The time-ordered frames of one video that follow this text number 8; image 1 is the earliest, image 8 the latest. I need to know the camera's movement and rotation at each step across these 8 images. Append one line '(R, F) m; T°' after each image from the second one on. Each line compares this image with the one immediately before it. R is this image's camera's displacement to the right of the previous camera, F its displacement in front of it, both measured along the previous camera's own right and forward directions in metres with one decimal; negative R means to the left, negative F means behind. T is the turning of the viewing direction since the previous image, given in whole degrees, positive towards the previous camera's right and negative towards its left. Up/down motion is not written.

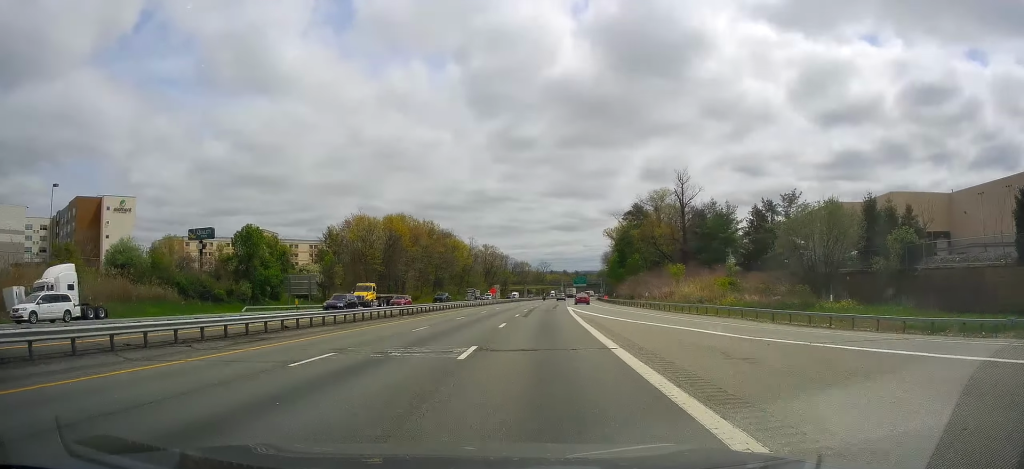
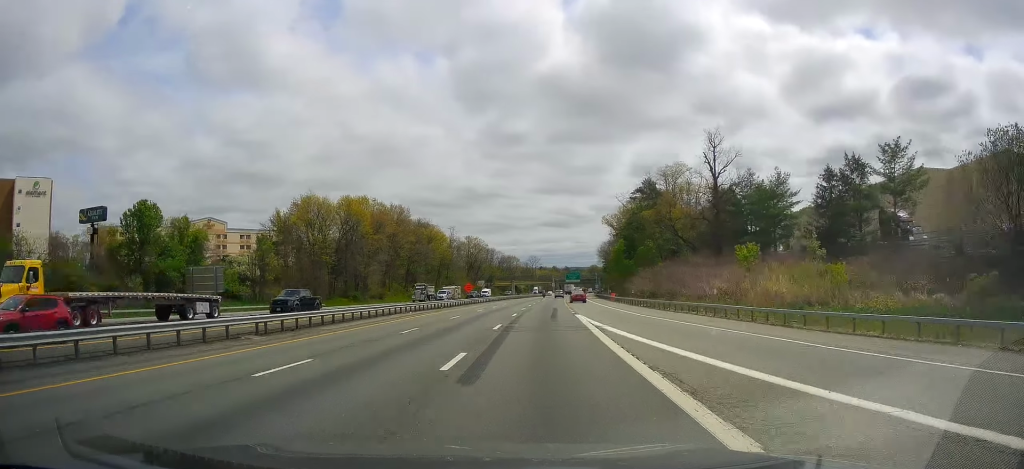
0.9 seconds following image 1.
(+0.3, +26.6) m; +1°
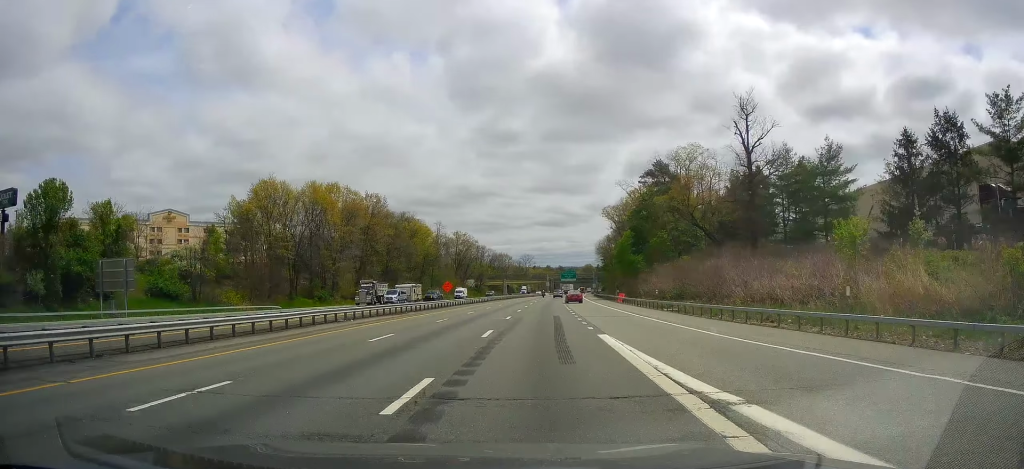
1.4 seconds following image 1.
(0.0, +16.2) m; 0°
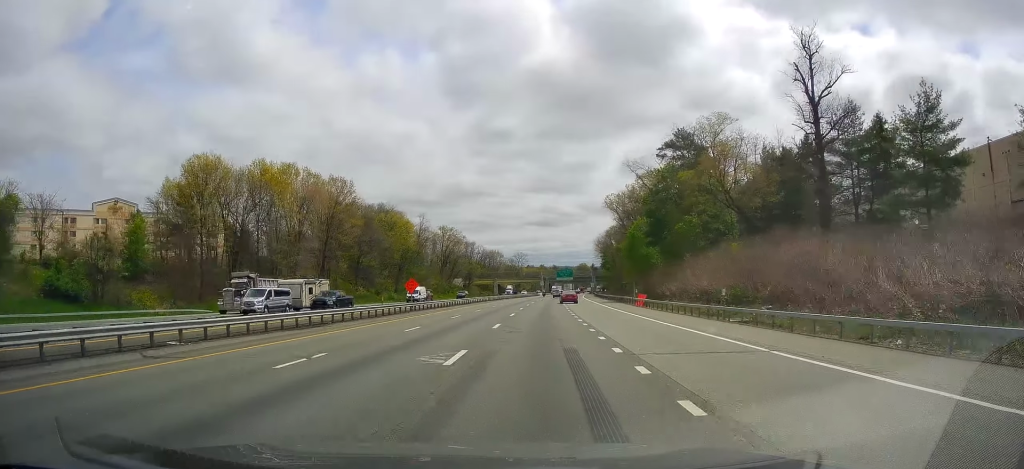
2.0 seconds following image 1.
(0.0, +19.3) m; +1°
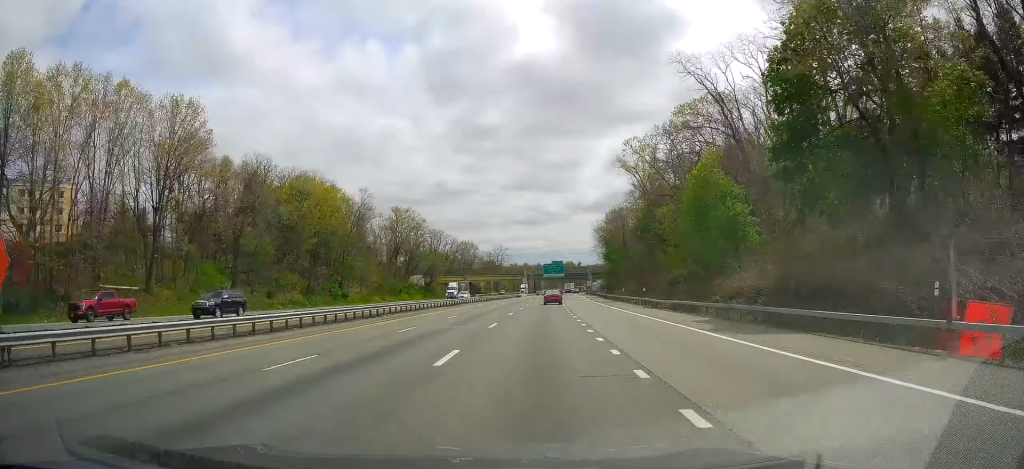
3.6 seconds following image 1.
(+1.4, +48.7) m; +2°
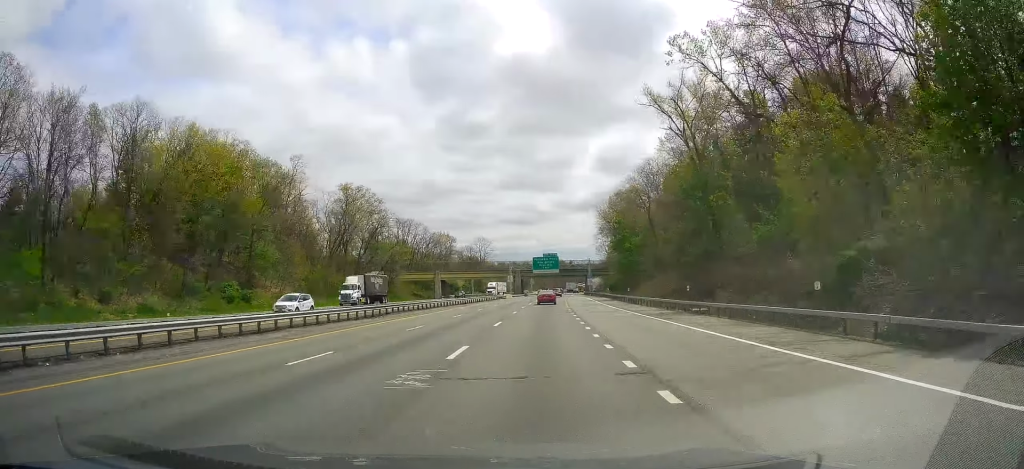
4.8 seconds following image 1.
(-0.1, +35.3) m; +1°
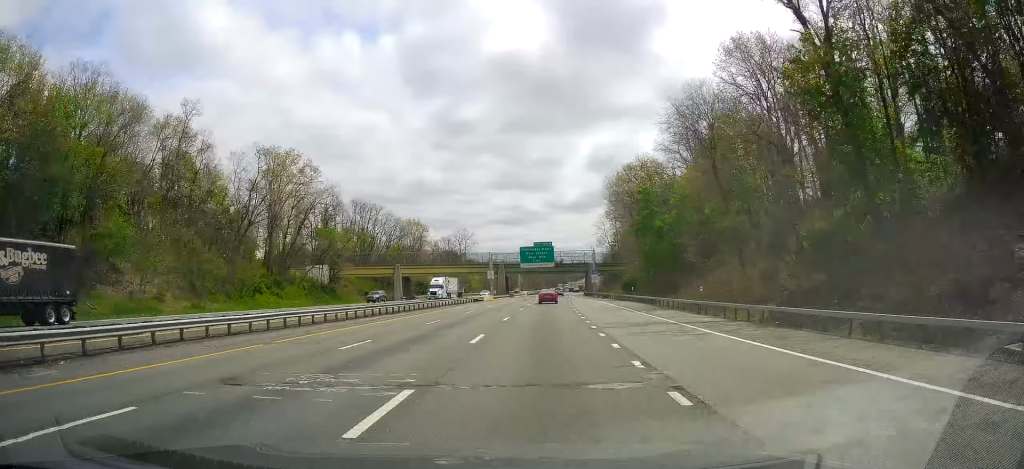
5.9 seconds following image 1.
(+0.6, +33.2) m; +1°
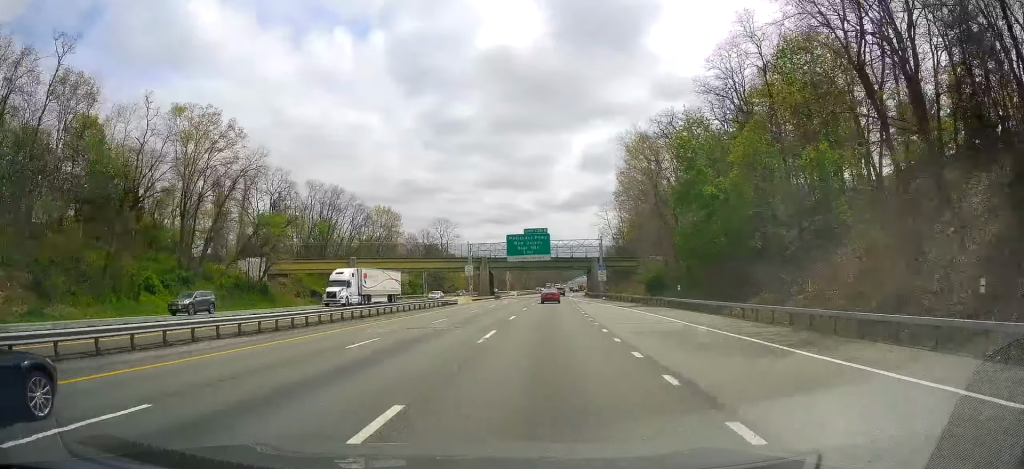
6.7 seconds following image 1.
(-0.2, +24.1) m; 0°
